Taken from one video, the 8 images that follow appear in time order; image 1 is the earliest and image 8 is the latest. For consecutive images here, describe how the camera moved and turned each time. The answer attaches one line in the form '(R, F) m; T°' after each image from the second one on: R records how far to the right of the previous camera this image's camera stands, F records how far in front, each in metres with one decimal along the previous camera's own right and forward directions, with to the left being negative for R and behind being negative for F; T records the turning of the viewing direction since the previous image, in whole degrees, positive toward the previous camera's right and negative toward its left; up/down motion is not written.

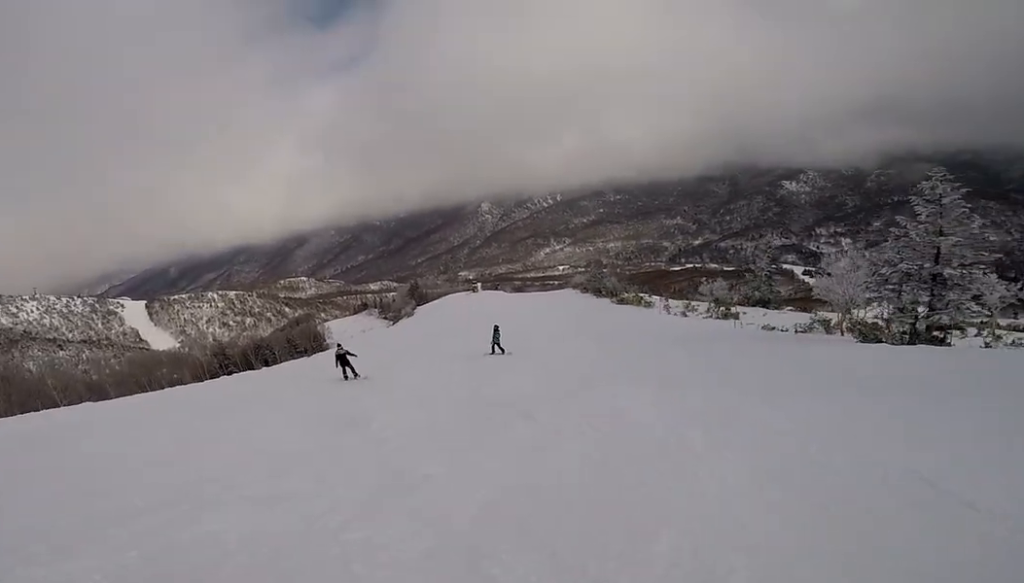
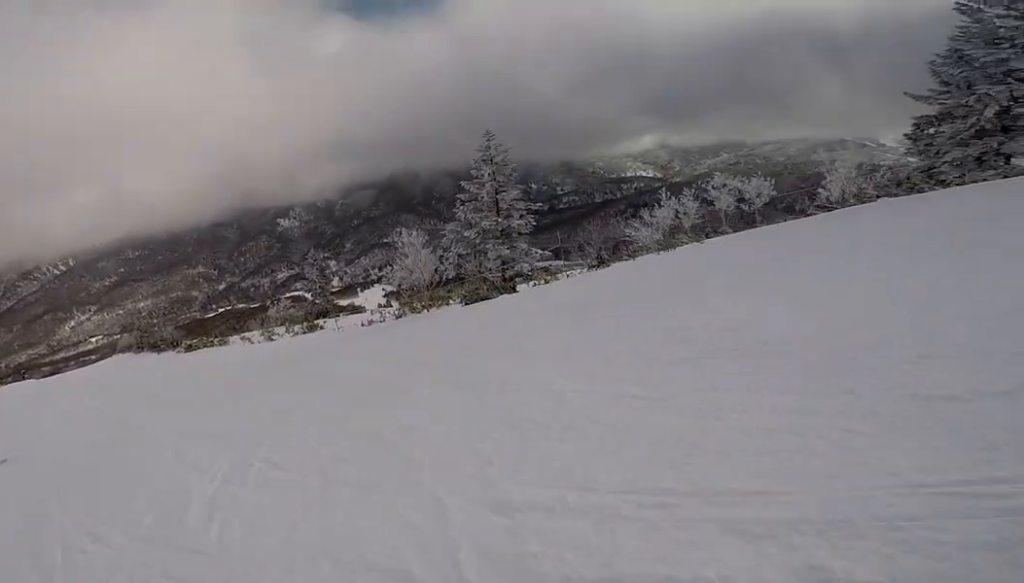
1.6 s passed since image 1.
(+4.6, +6.5) m; +36°
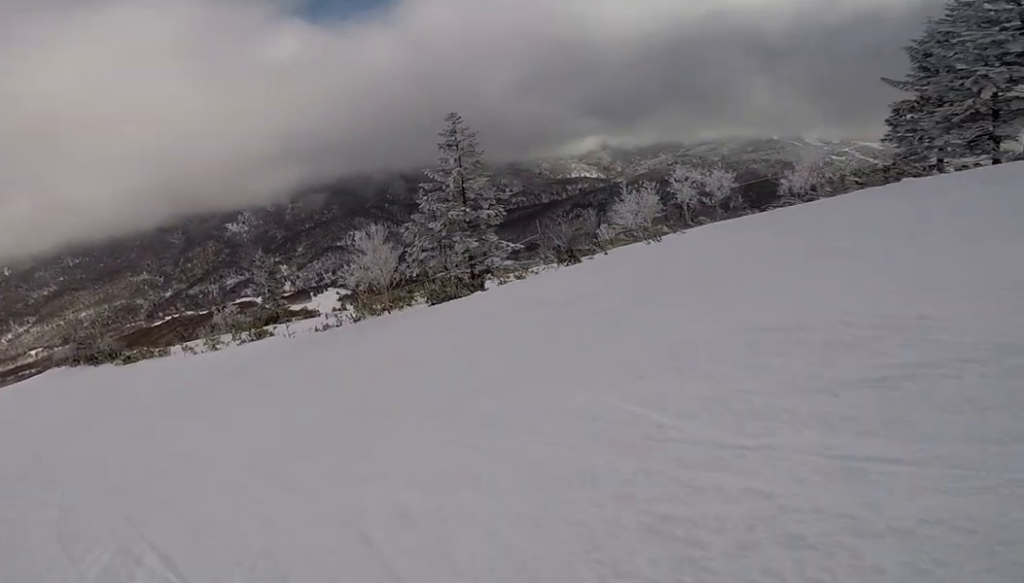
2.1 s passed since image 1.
(-0.1, +2.4) m; -5°
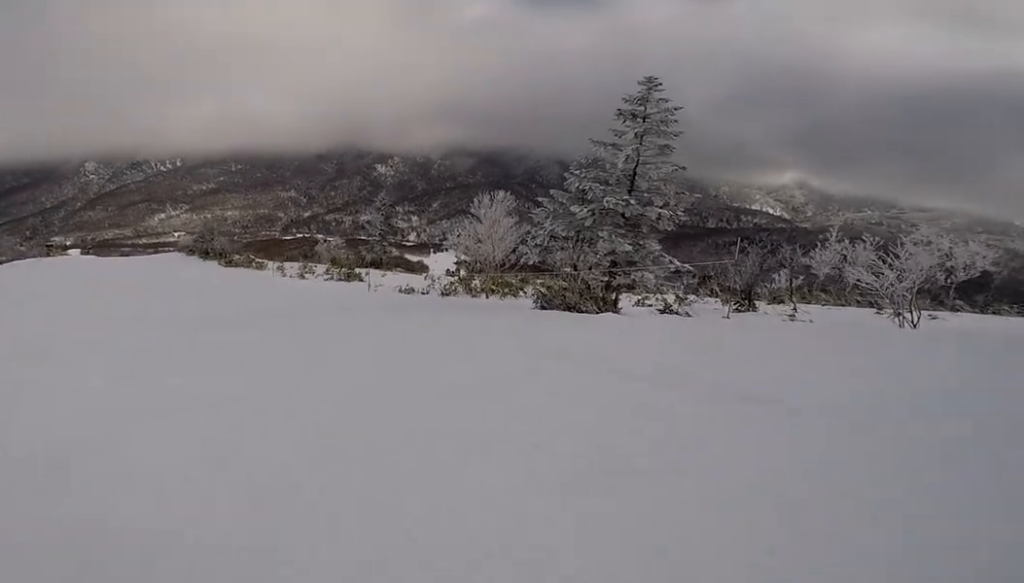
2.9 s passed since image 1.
(-0.8, +4.2) m; -17°
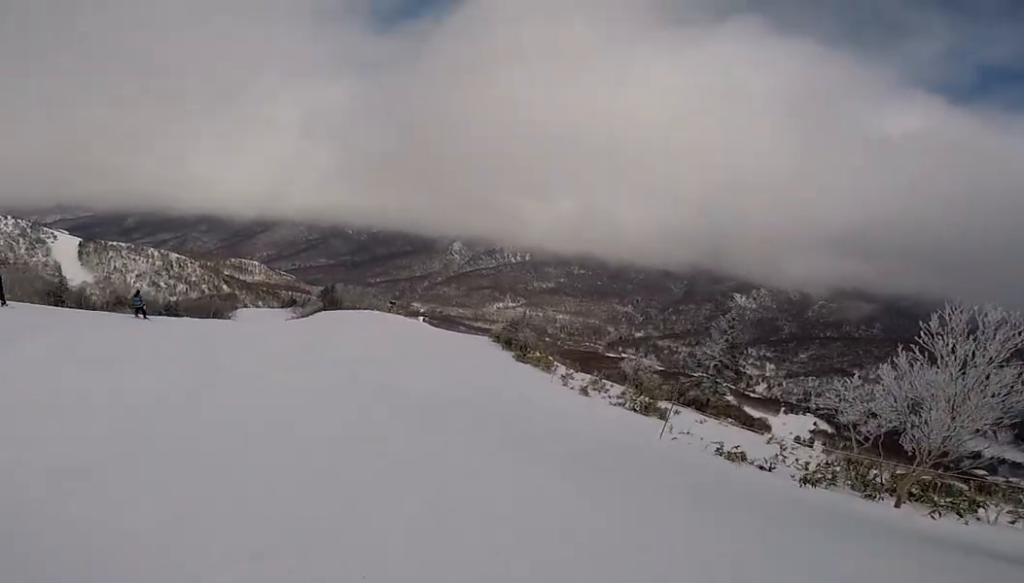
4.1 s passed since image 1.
(-1.7, +5.7) m; -36°
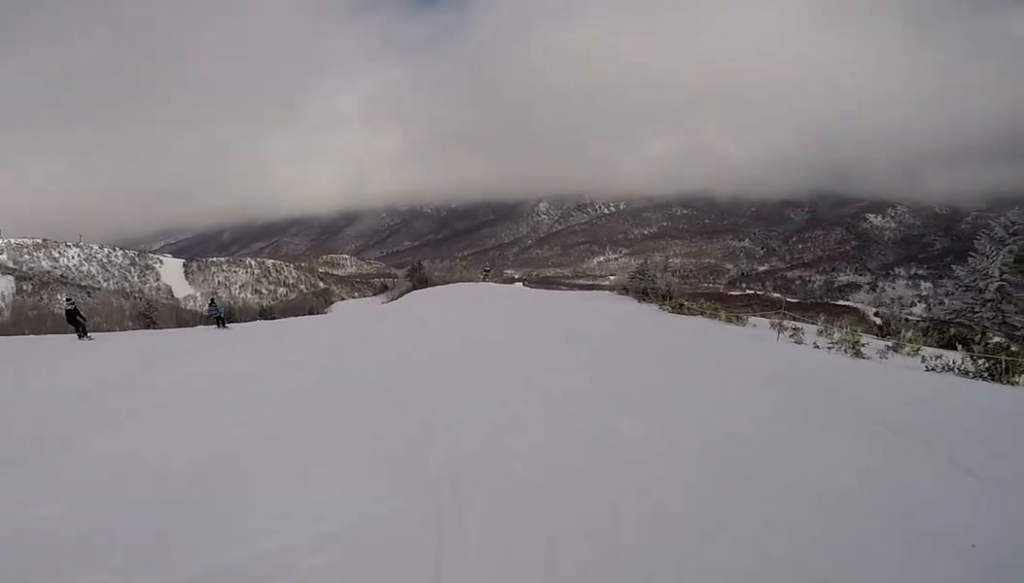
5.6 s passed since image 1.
(-0.7, +8.6) m; +19°
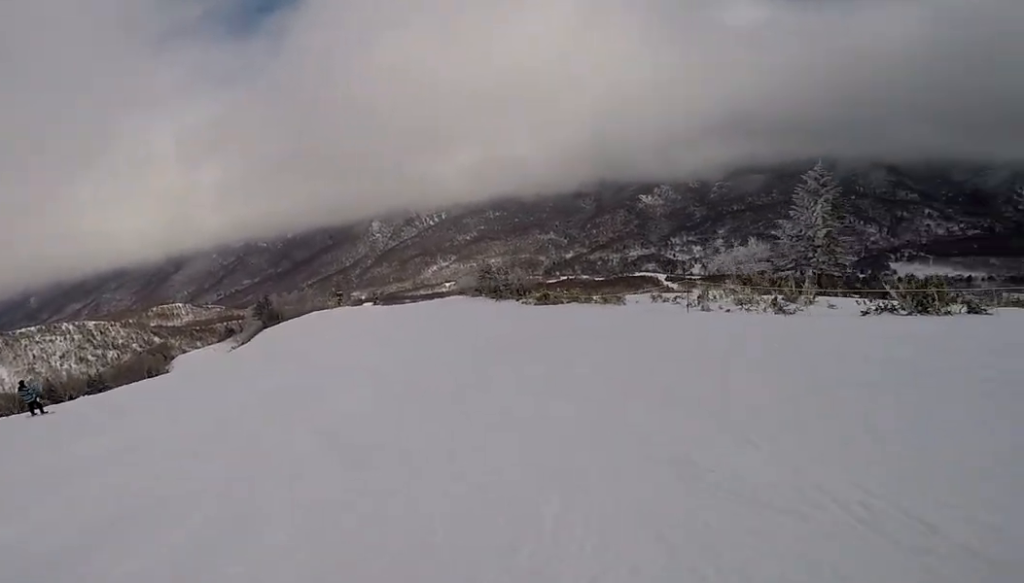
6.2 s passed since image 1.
(+0.8, +4.1) m; +14°
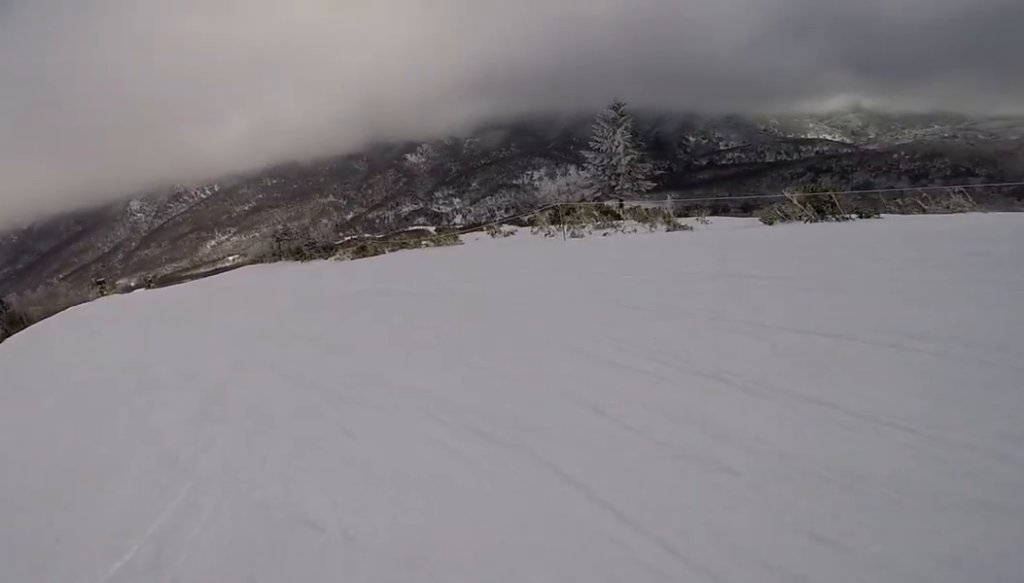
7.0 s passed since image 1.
(+0.8, +5.3) m; +5°
